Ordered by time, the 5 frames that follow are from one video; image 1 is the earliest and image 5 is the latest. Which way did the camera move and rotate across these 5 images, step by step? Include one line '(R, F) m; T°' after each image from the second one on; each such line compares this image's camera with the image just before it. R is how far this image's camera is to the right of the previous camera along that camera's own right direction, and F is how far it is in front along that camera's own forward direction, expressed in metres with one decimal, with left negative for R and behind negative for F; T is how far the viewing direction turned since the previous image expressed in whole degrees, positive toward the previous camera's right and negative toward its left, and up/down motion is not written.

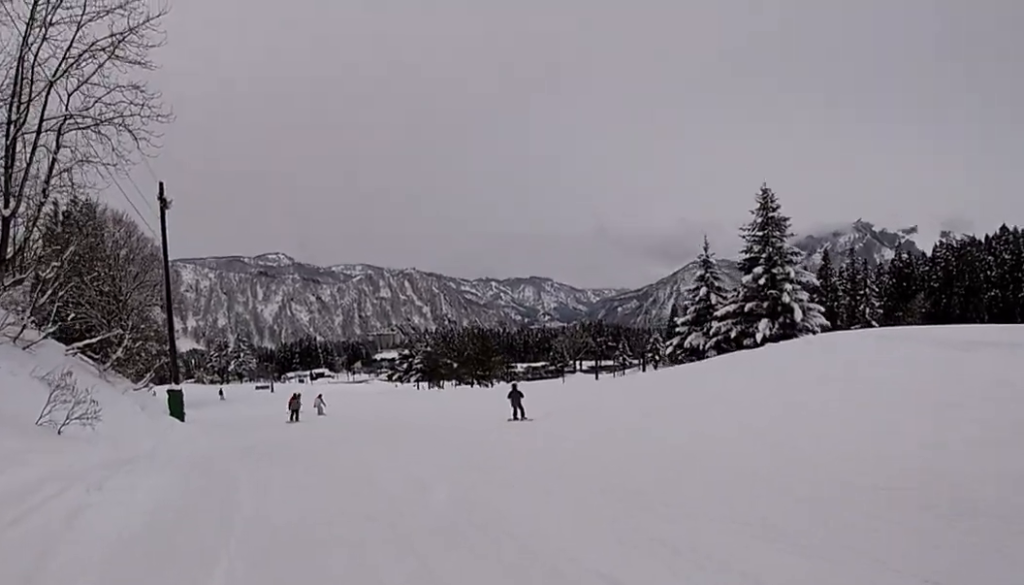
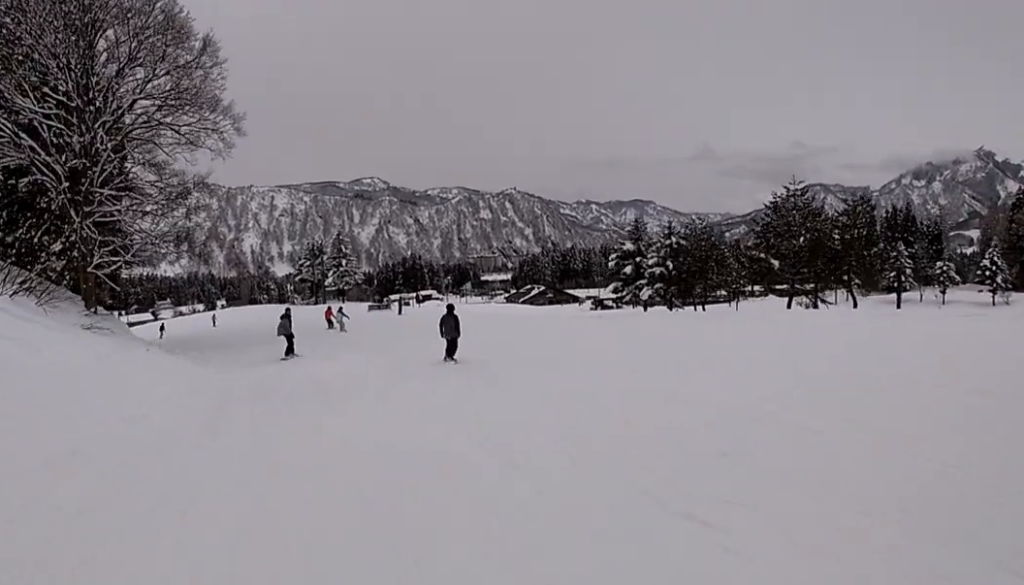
(+1.2, +41.9) m; -1°
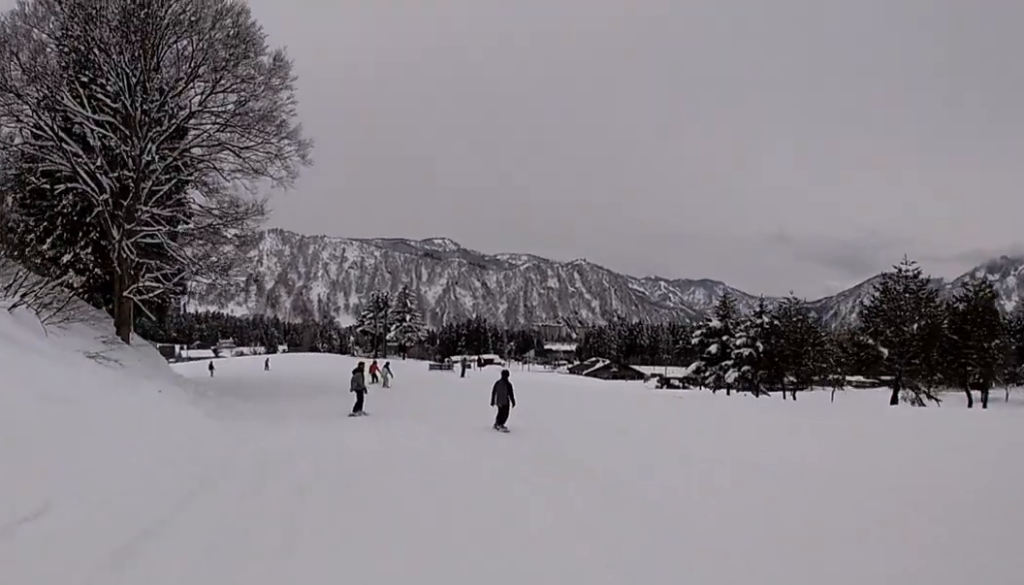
(+0.3, +4.1) m; 0°
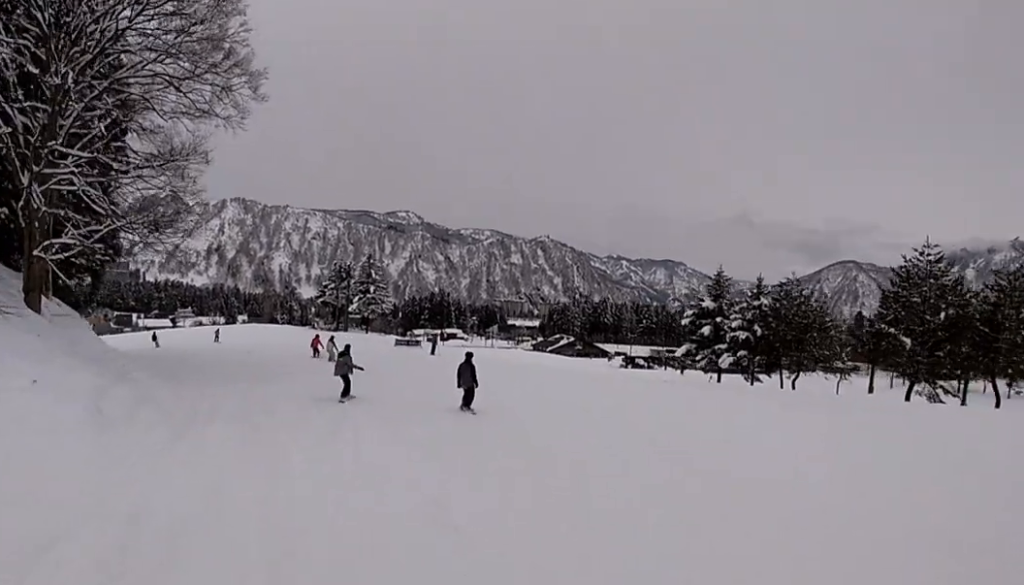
(+0.9, +5.3) m; +1°
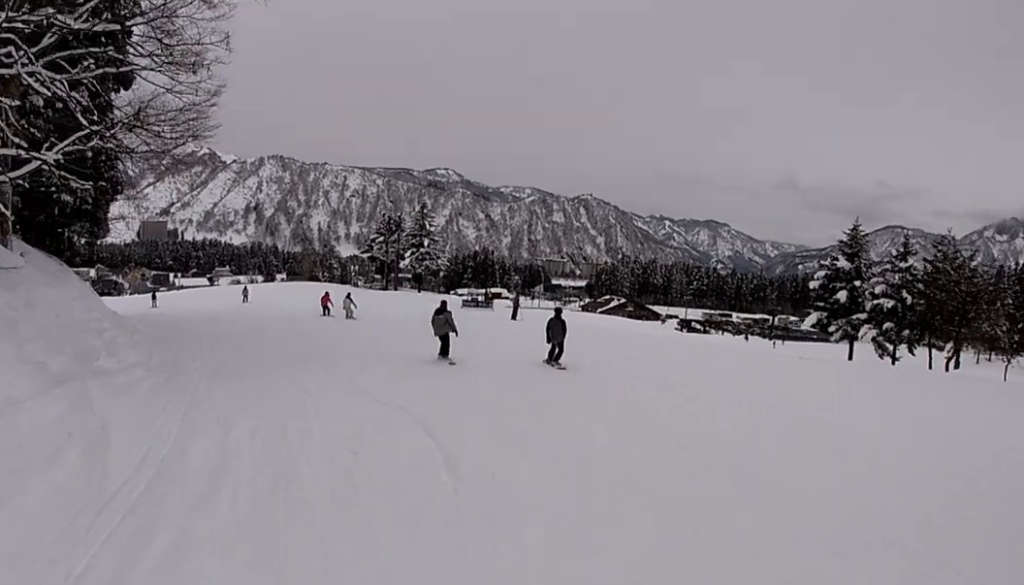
(-1.5, +9.1) m; -10°
